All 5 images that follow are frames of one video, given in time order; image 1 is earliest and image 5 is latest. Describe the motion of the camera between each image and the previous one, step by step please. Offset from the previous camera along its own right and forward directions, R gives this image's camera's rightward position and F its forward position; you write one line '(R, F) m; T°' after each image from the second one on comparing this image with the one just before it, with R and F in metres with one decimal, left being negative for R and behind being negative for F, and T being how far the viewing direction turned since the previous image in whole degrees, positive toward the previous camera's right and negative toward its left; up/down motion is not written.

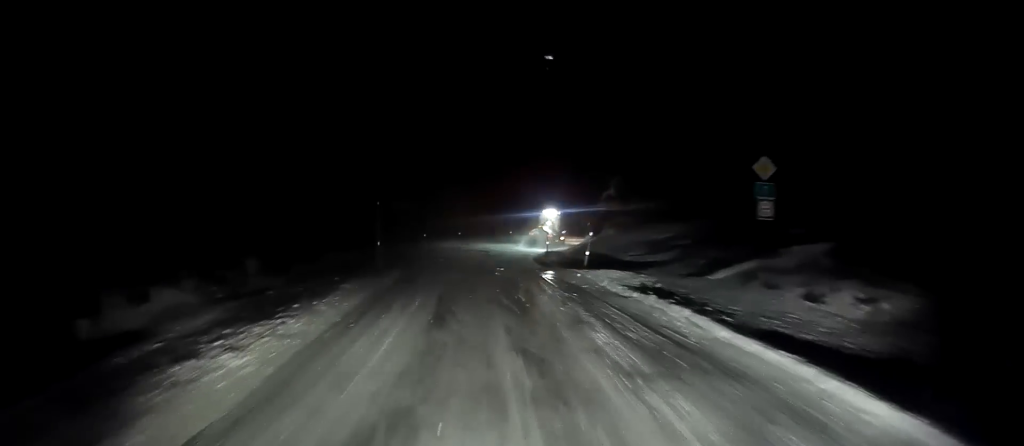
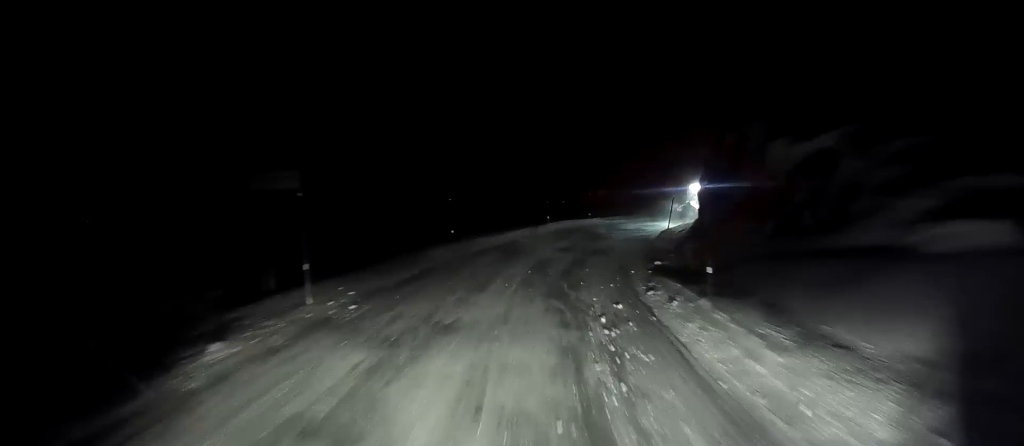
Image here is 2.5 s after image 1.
(-0.9, +27.8) m; 0°
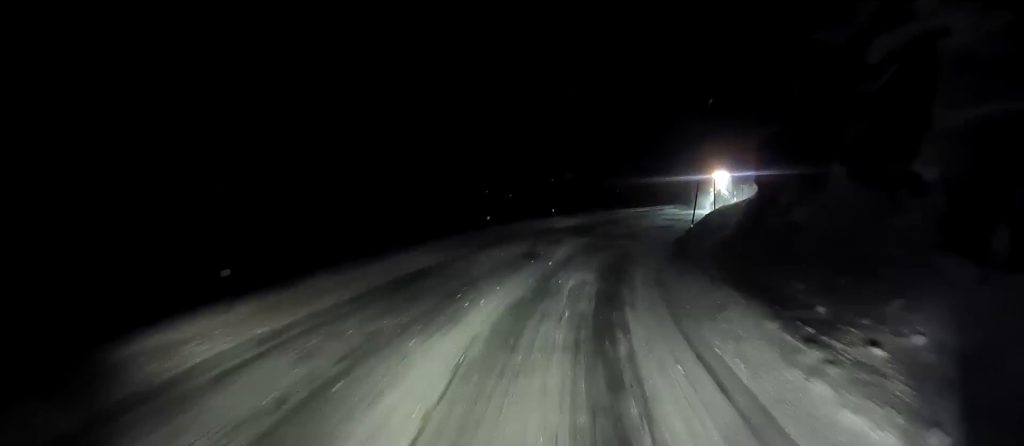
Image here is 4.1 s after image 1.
(+1.1, +17.8) m; +7°
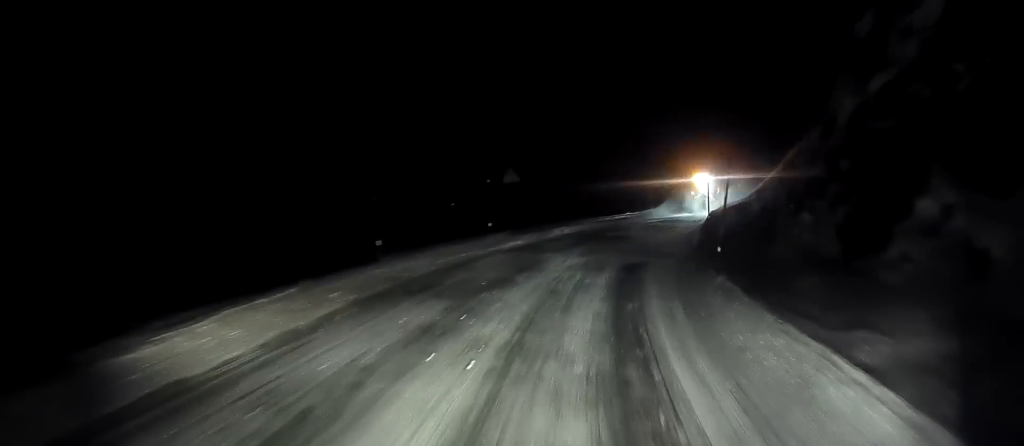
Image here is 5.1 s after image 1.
(+0.4, +10.8) m; +6°
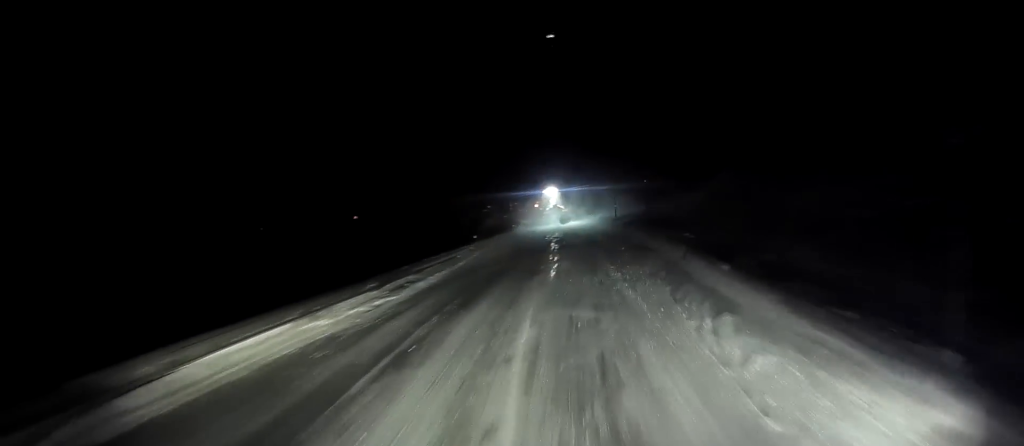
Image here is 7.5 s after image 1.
(+4.3, +27.9) m; +16°
